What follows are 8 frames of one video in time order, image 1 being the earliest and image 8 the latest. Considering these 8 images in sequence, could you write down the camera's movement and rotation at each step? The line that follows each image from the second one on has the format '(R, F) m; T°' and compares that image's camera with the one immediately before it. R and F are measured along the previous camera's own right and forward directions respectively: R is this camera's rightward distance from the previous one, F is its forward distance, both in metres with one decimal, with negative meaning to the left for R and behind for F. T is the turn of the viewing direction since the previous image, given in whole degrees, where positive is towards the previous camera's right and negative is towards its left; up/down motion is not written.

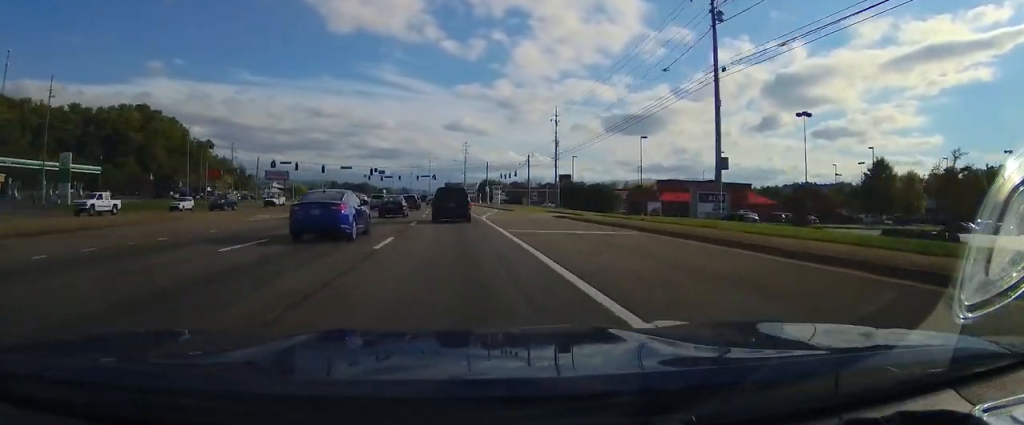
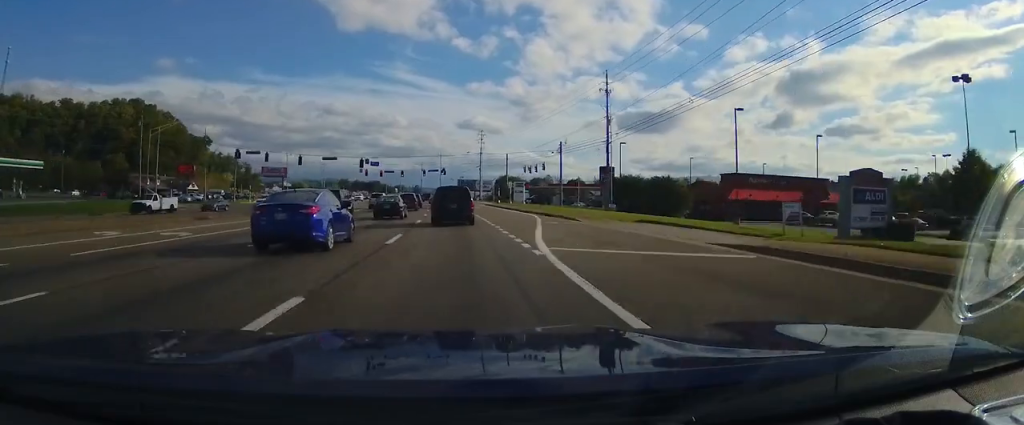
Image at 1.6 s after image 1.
(+0.5, +20.3) m; -1°
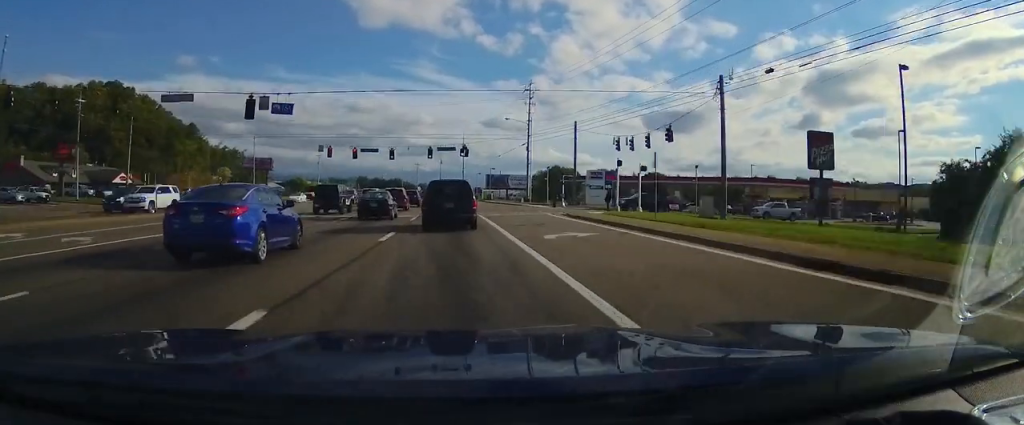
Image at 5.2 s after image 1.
(-1.9, +45.4) m; -3°
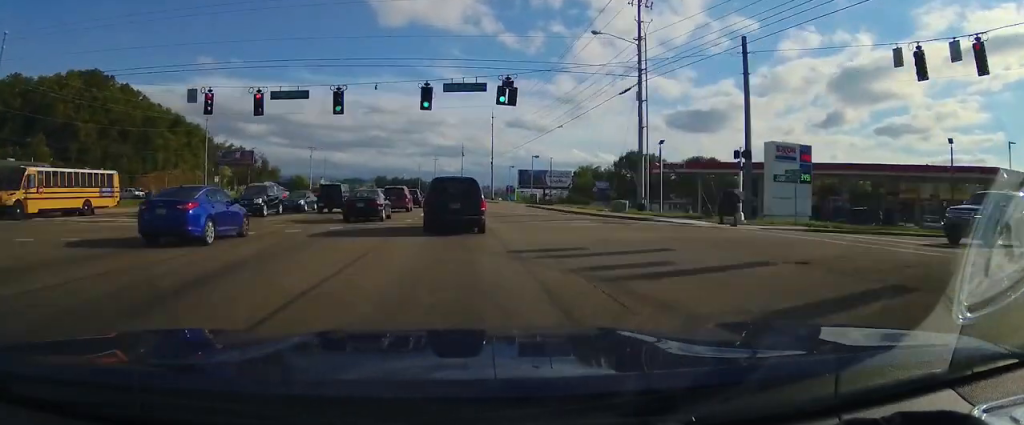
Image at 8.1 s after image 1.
(-0.6, +36.4) m; -1°
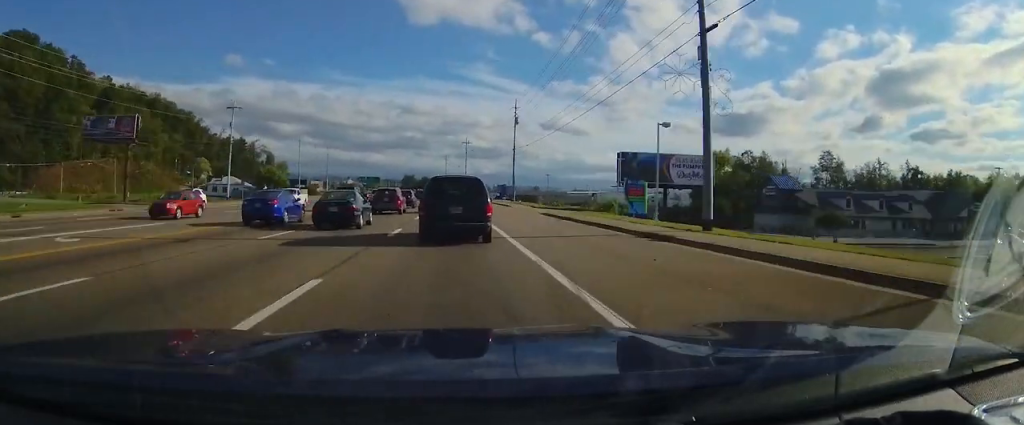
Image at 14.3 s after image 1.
(-1.5, +74.1) m; -3°
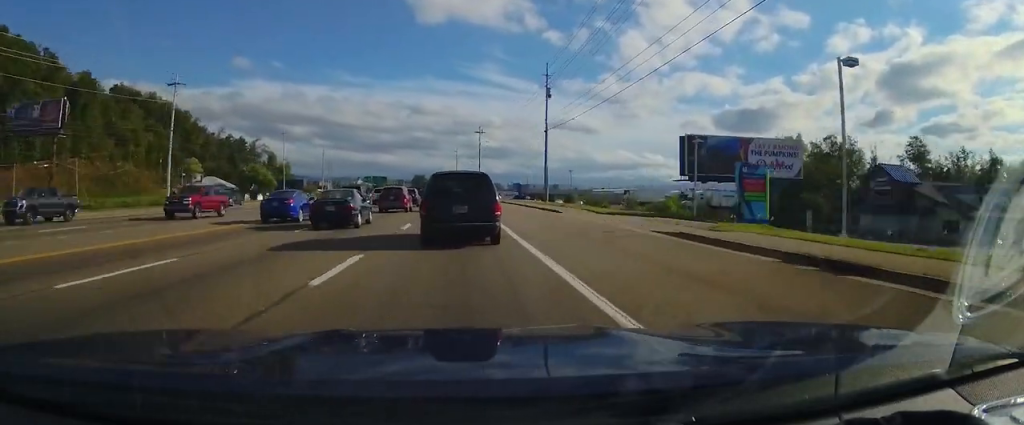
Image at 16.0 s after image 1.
(-0.4, +20.0) m; -2°
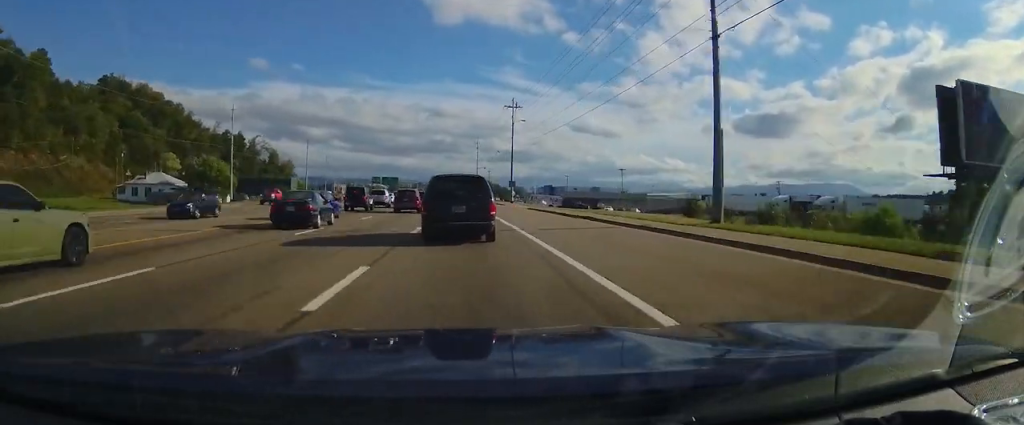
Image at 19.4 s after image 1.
(-1.0, +37.4) m; -3°
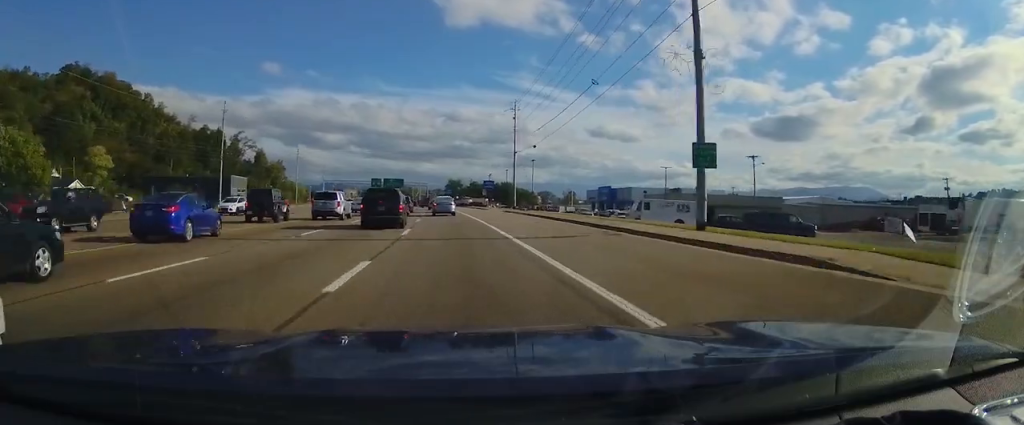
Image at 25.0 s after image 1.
(-2.0, +59.1) m; -3°
